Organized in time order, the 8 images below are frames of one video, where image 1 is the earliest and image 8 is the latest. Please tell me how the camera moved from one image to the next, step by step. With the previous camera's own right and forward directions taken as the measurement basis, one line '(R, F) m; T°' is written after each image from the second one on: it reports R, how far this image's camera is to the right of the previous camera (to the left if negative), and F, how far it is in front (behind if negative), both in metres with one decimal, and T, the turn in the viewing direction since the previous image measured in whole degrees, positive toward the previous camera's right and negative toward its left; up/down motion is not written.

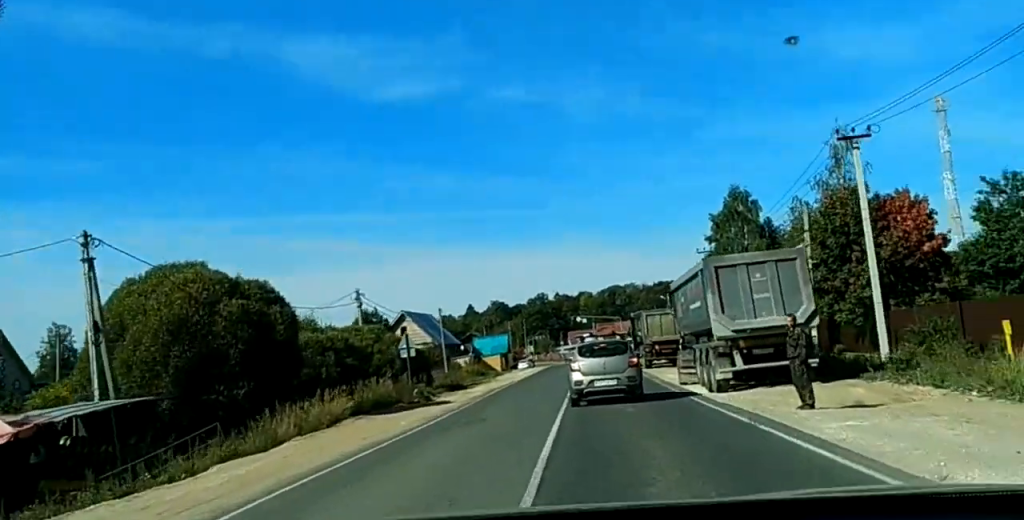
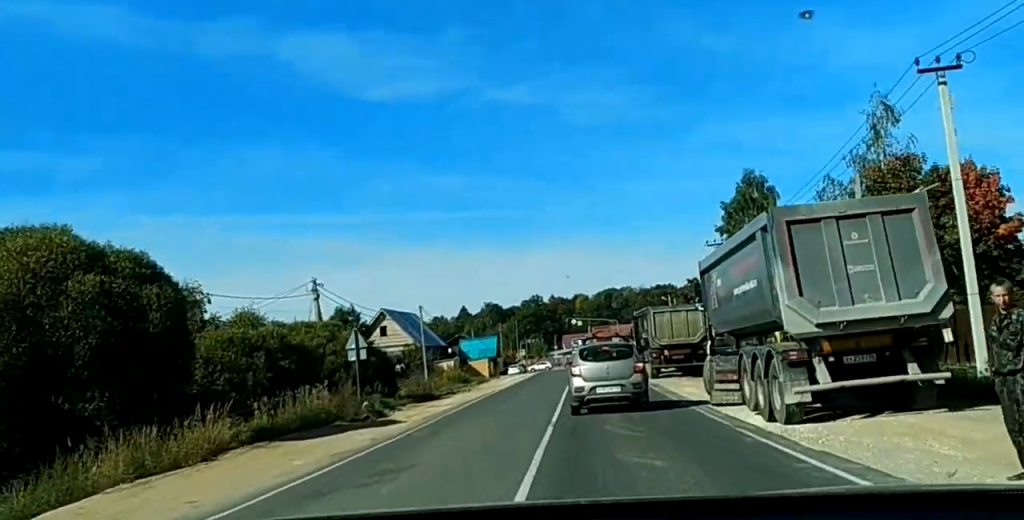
(+0.1, +7.9) m; 0°
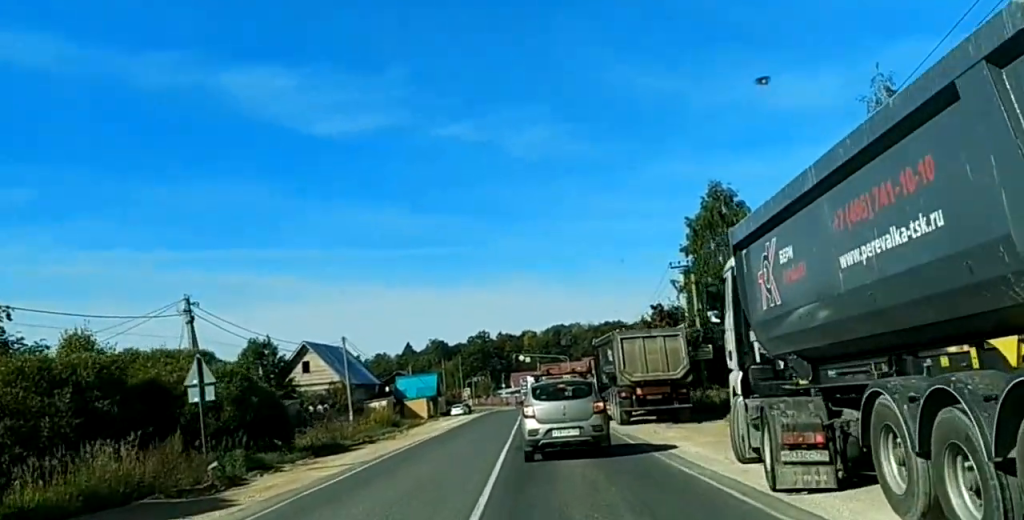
(+0.2, +9.0) m; -1°
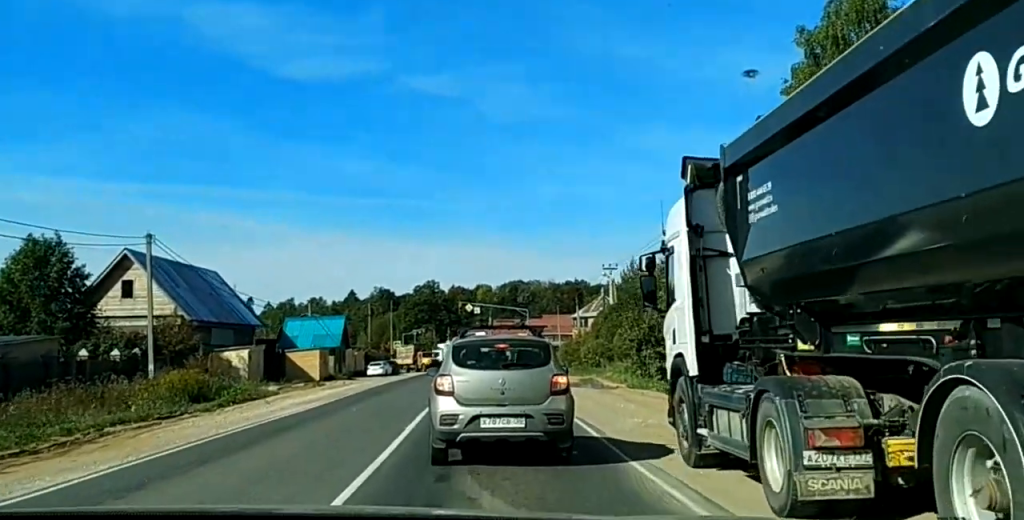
(-0.7, +26.9) m; 0°
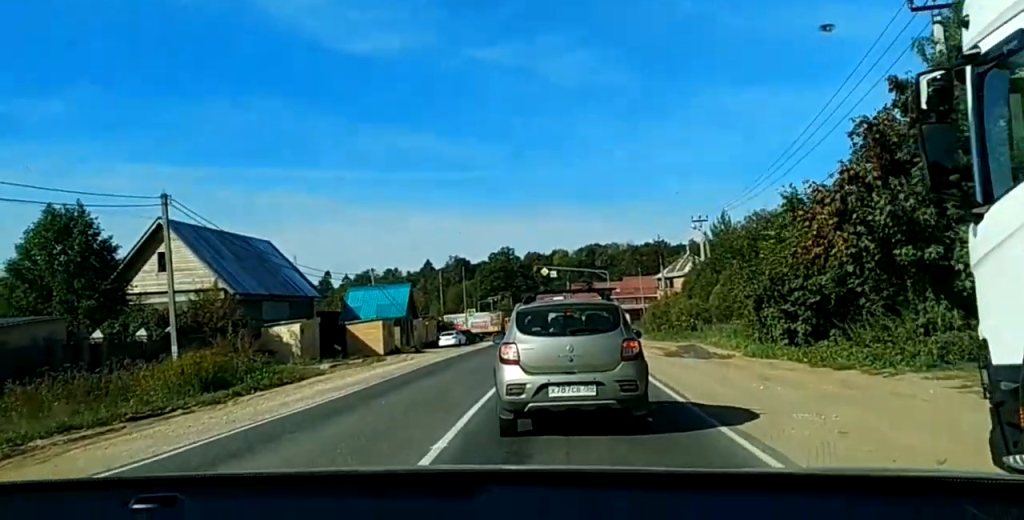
(0.0, +6.4) m; -1°
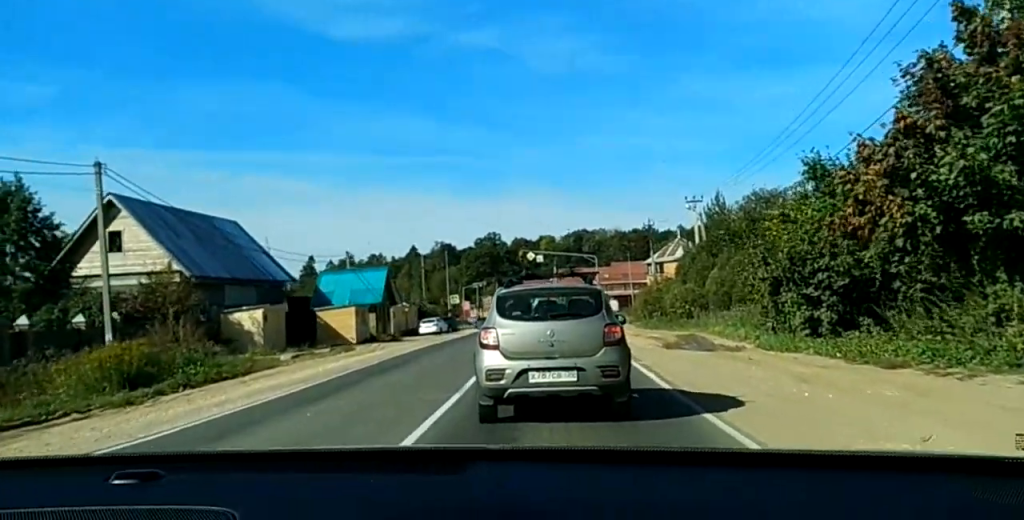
(-0.1, +3.4) m; 0°
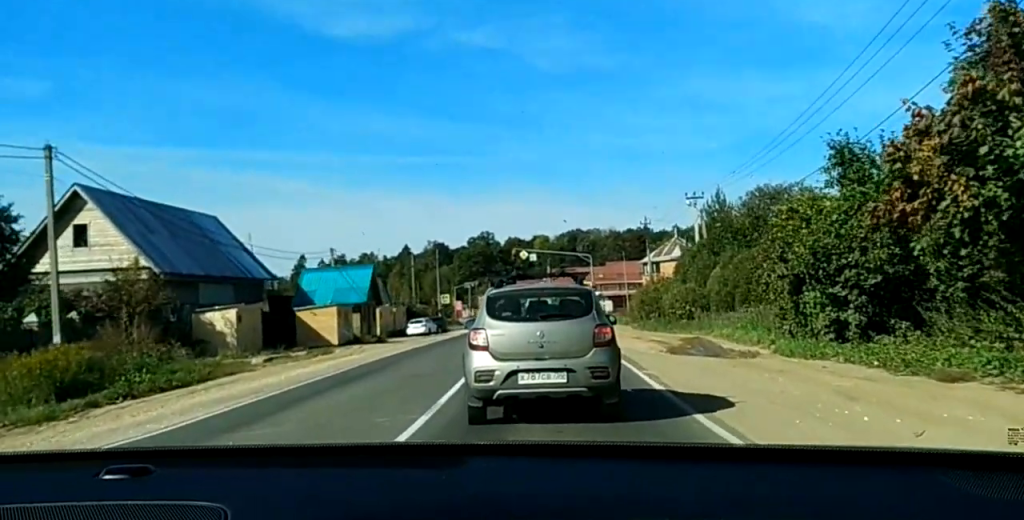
(-0.1, +2.6) m; 0°
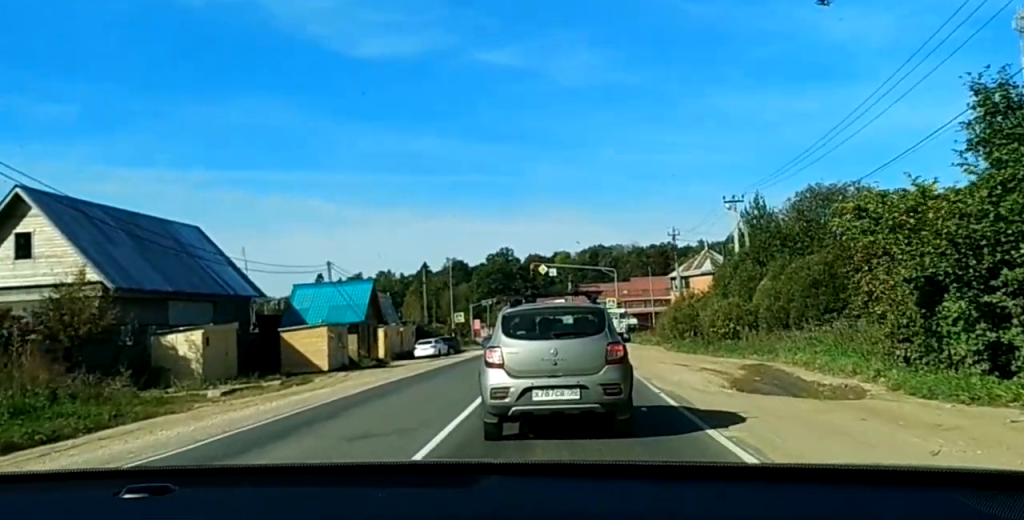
(+0.1, +6.3) m; -3°
